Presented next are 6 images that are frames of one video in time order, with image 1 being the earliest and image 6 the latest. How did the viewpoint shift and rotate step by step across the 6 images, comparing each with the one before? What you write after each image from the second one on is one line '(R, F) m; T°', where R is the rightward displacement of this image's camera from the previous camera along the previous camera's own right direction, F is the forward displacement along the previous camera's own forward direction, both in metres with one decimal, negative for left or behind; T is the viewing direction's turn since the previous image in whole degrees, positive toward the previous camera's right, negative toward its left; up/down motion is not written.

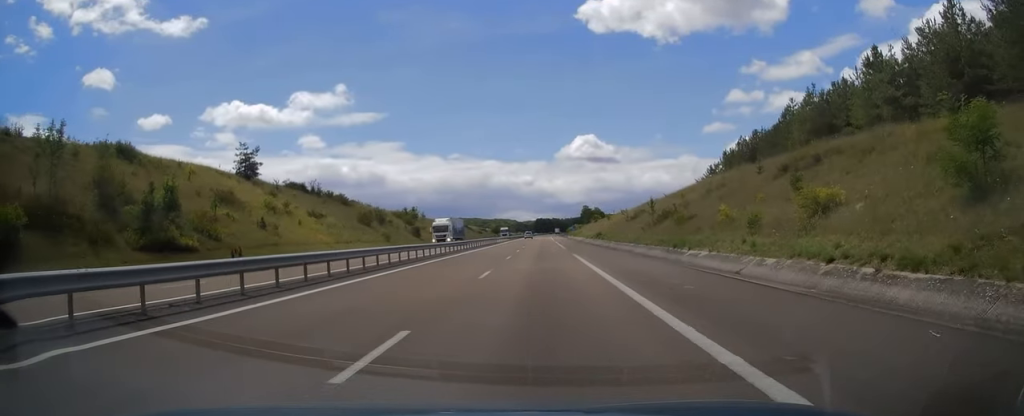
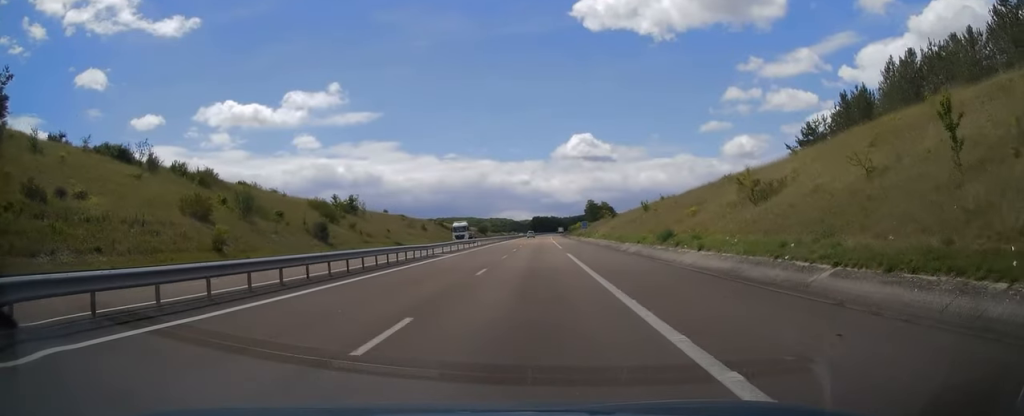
(+0.1, +51.6) m; 0°
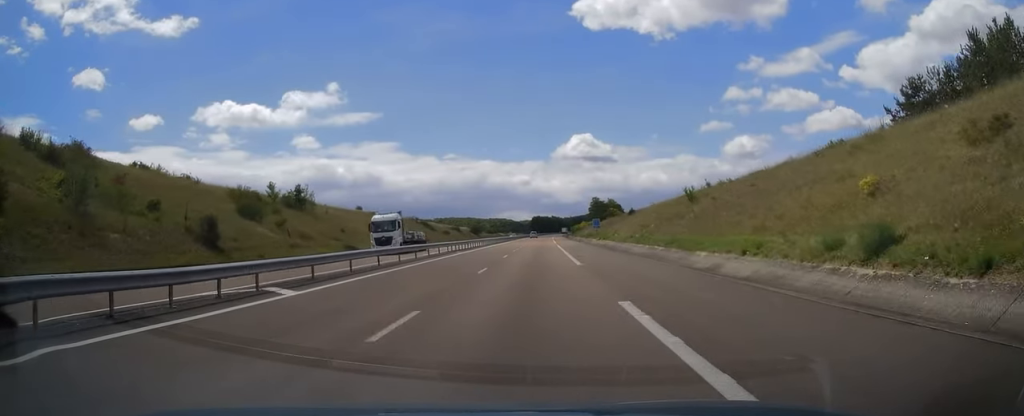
(+0.1, +25.5) m; 0°
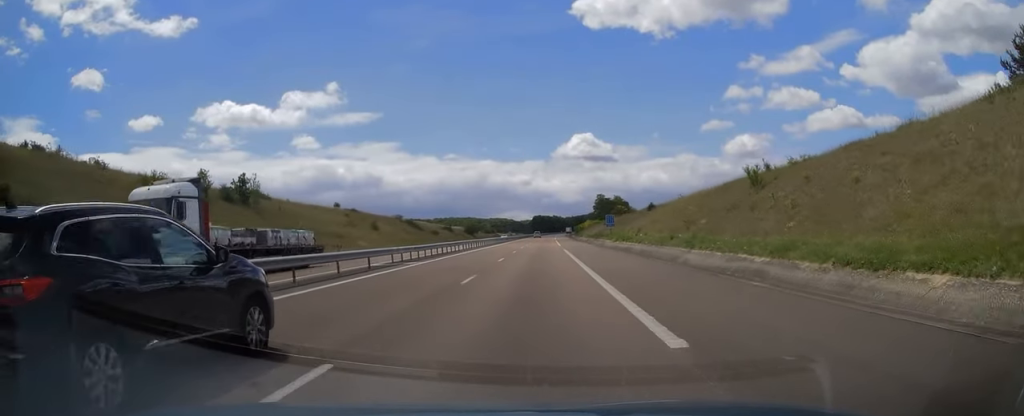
(0.0, +17.6) m; 0°
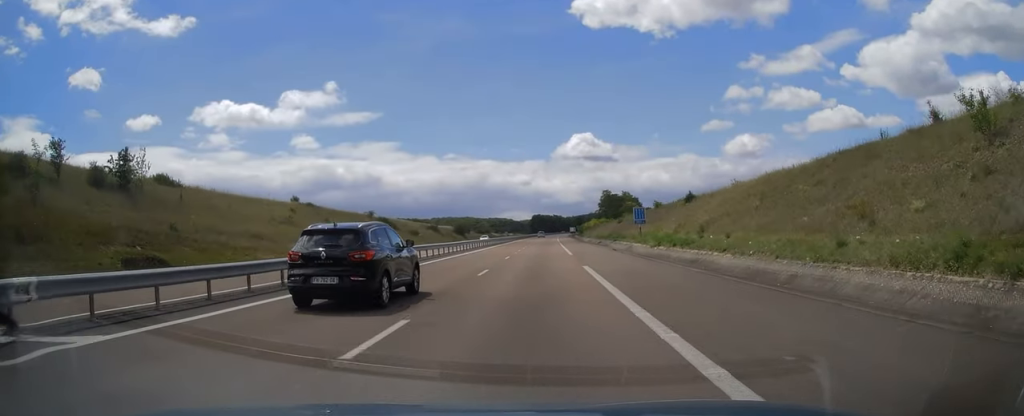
(-0.1, +22.9) m; 0°
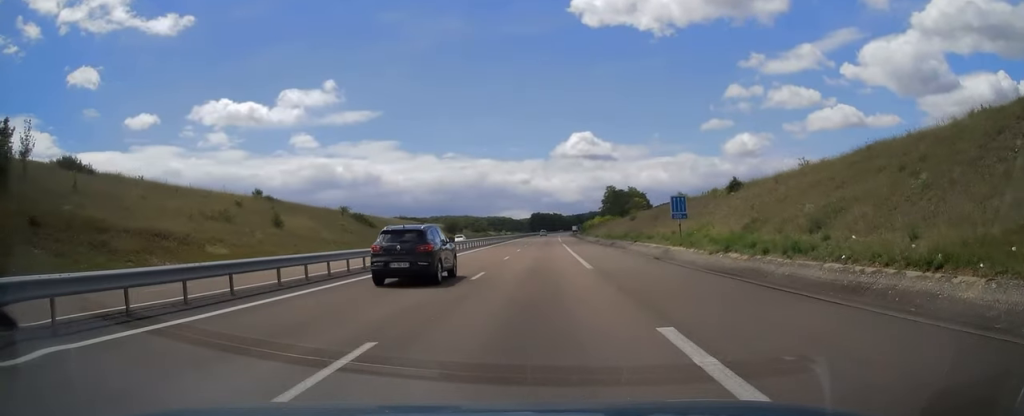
(-0.1, +15.1) m; 0°
